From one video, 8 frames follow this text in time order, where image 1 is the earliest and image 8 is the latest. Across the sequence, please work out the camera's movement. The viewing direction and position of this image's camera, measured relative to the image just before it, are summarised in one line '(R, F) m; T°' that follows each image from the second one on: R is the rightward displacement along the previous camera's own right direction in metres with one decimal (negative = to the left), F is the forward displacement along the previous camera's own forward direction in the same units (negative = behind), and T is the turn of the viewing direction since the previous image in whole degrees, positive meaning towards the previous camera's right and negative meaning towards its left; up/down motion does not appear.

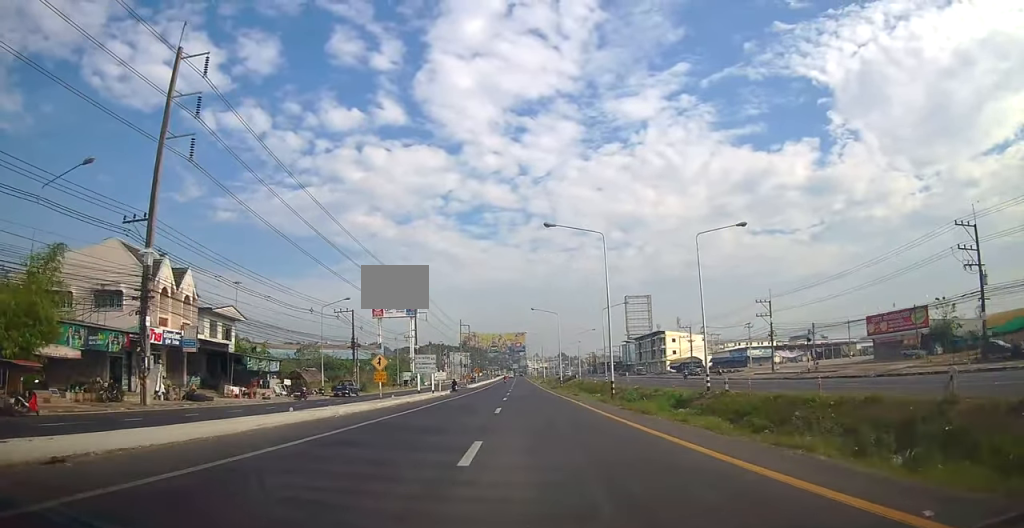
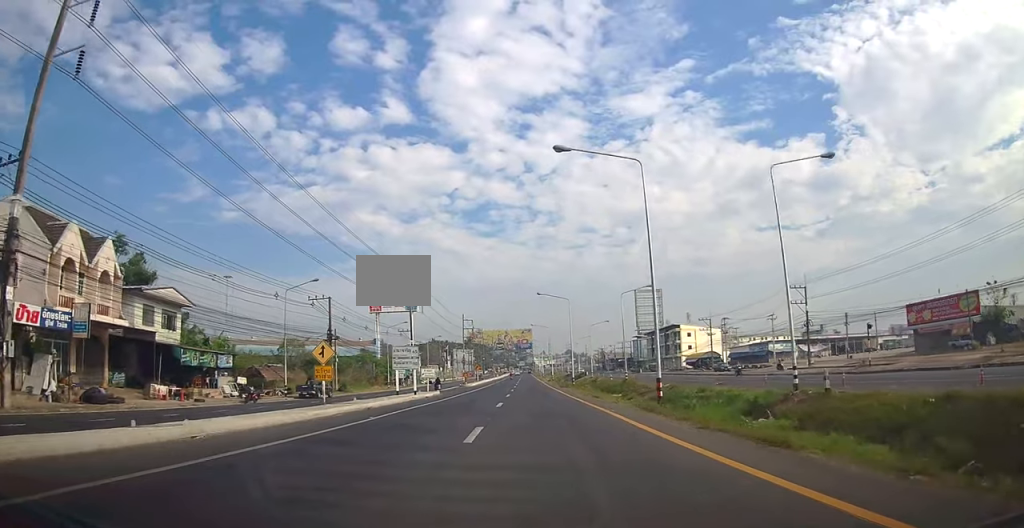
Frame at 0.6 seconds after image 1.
(-0.3, +9.7) m; -2°
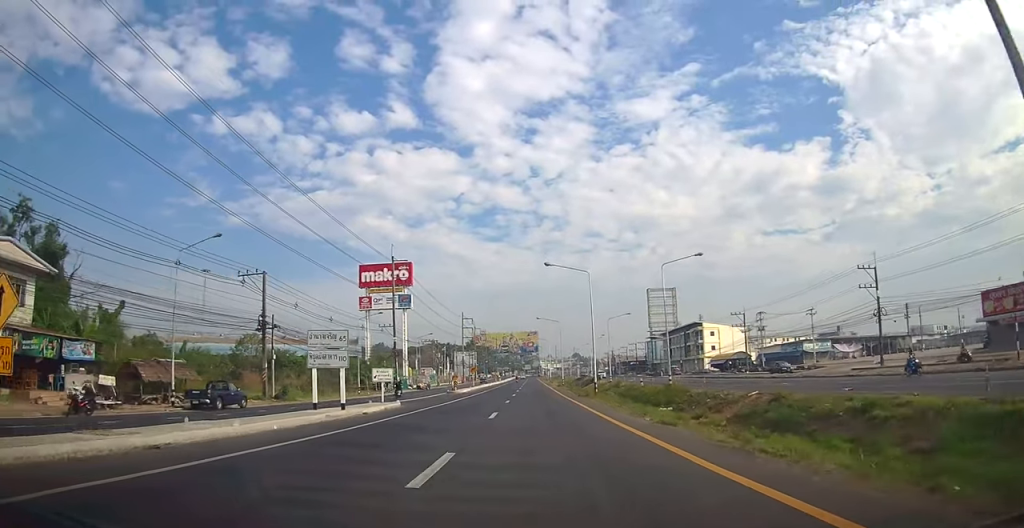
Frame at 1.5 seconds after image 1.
(-0.2, +15.6) m; -1°
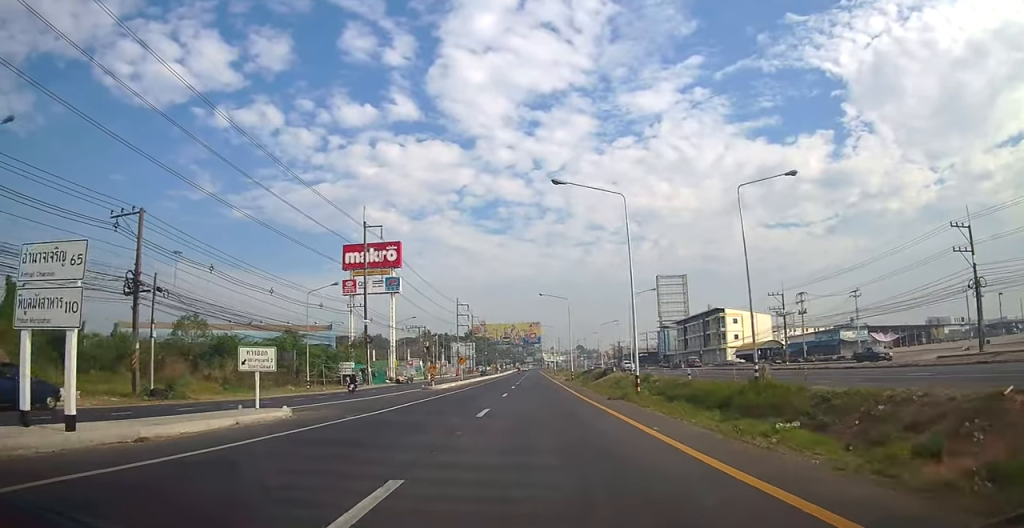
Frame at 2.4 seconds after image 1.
(0.0, +15.0) m; 0°
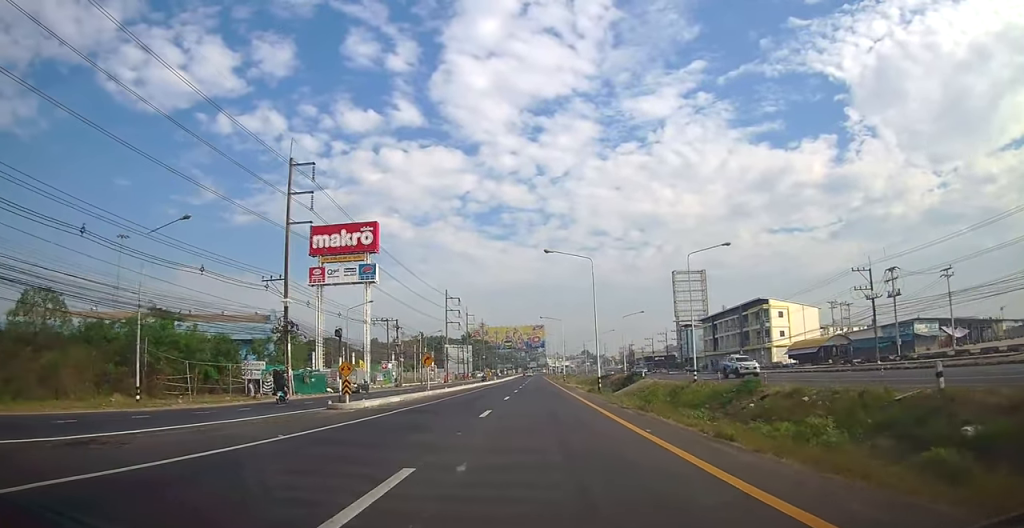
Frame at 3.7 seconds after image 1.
(+0.1, +22.6) m; -2°
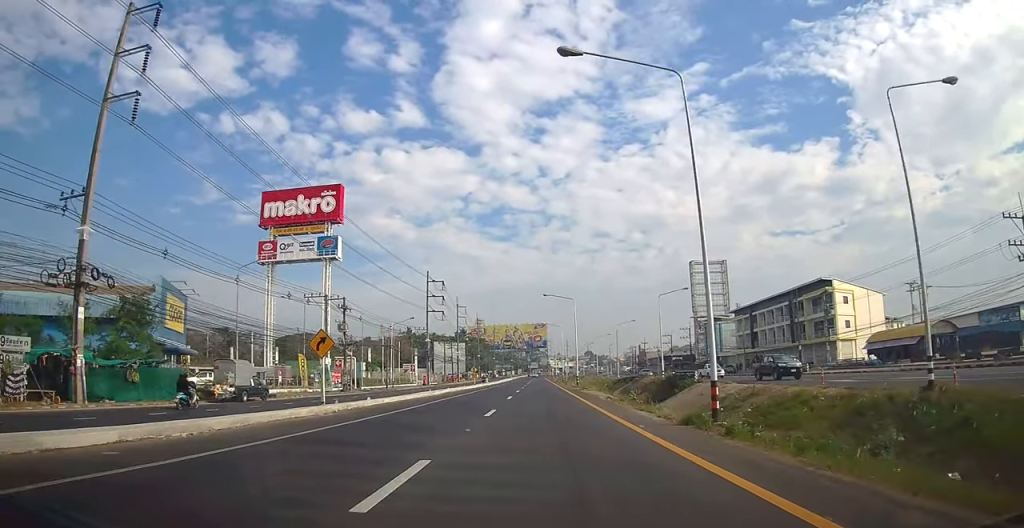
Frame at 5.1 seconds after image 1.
(-0.5, +22.3) m; 0°
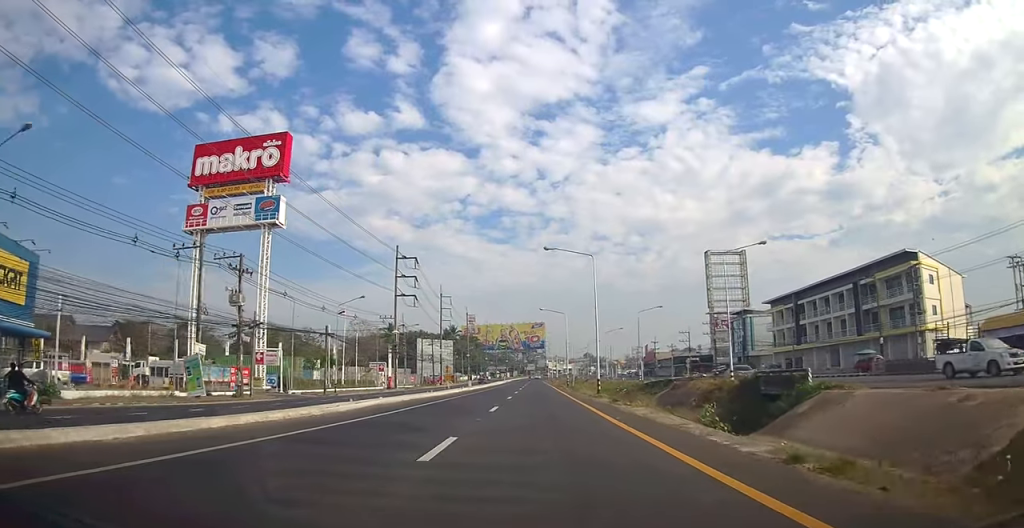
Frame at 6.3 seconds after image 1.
(+0.5, +20.8) m; +2°
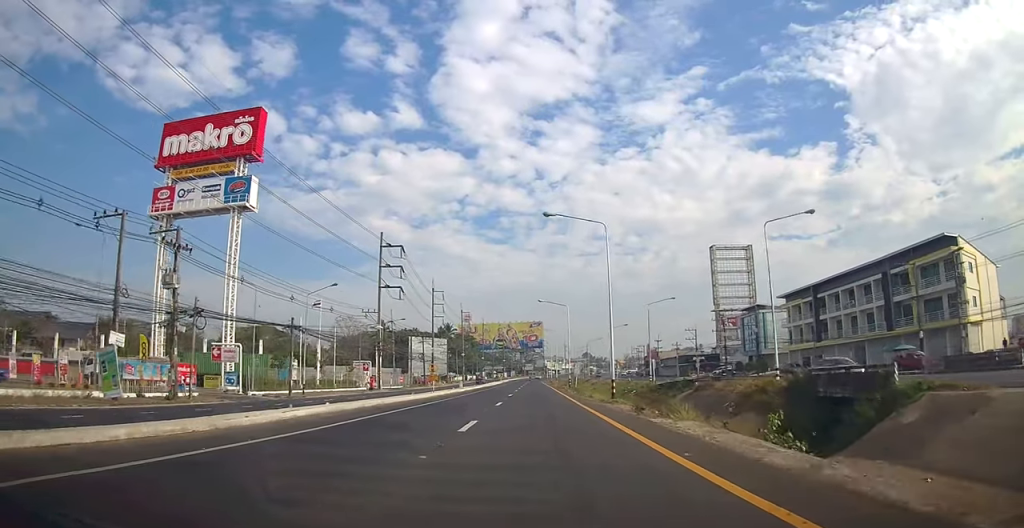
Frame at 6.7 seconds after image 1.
(-0.1, +7.4) m; 0°
